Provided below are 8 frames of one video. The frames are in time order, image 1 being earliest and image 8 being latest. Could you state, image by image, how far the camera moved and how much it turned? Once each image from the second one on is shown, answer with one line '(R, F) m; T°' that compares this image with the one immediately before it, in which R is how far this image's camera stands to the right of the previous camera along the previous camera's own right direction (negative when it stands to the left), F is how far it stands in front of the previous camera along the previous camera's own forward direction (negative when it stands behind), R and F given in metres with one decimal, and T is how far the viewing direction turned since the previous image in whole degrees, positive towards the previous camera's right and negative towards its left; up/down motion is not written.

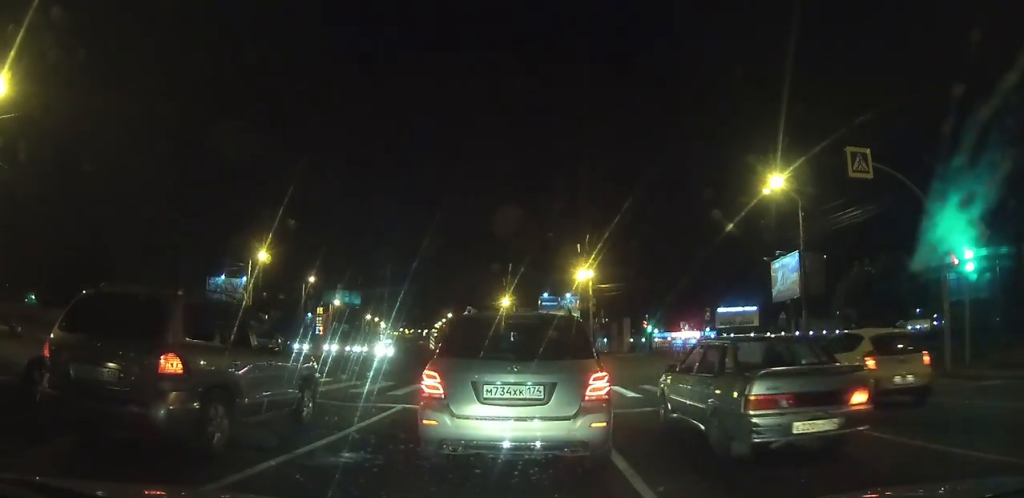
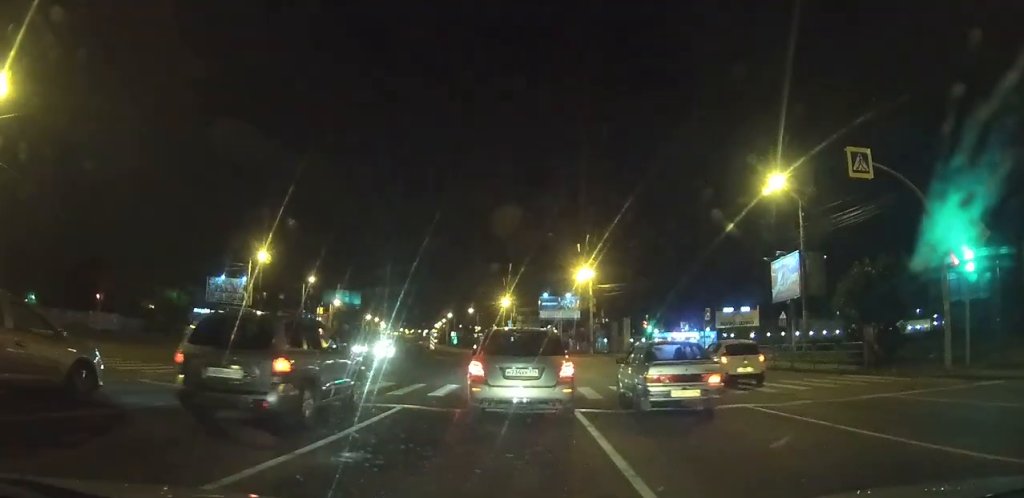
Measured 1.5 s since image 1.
(-0.3, +3.3) m; -6°
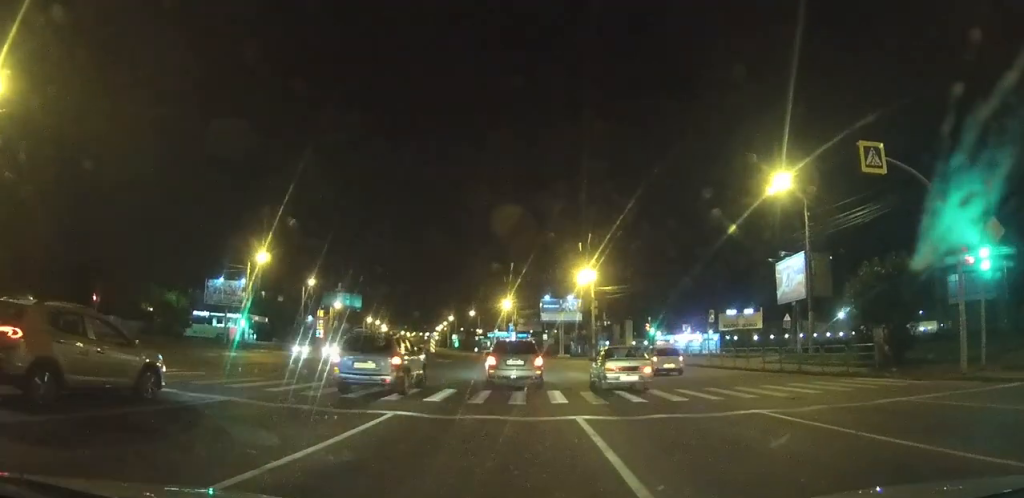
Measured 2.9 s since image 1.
(-0.1, +5.1) m; -1°
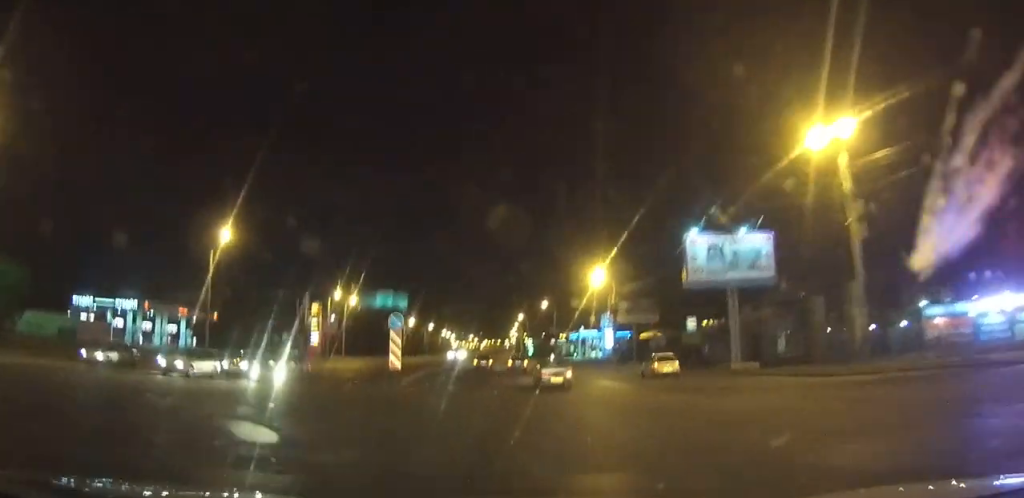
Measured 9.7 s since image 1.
(-3.1, +56.8) m; -6°
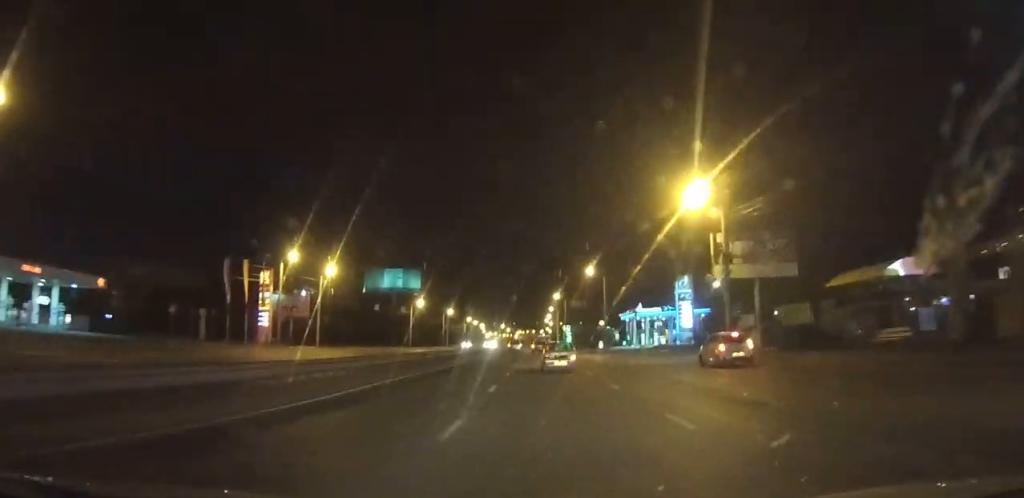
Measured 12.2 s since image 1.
(-0.6, +35.5) m; -1°
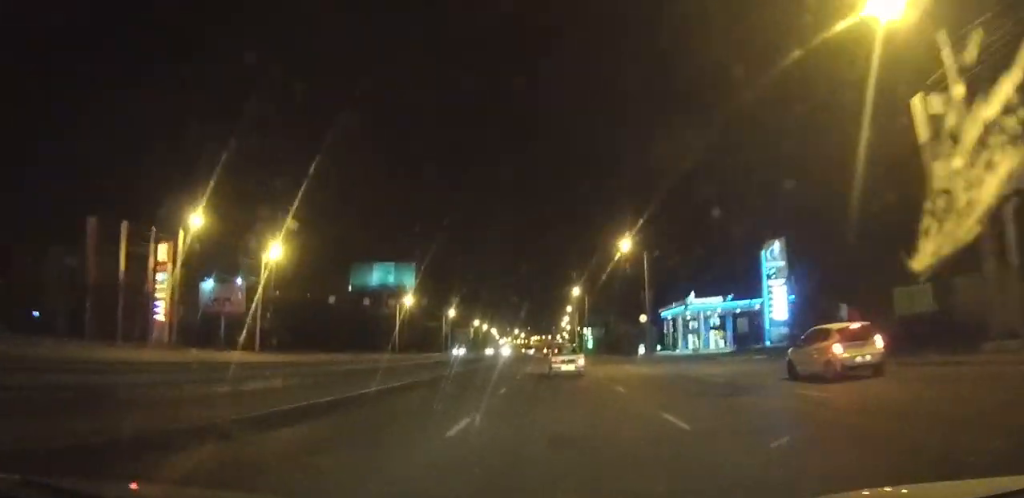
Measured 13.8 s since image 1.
(-0.1, +24.4) m; -1°
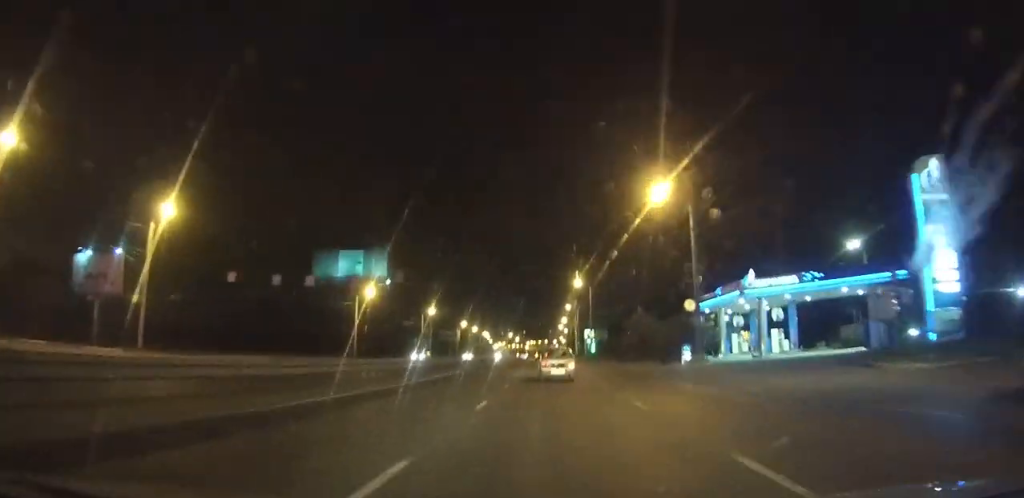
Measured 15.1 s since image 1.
(0.0, +20.5) m; -1°
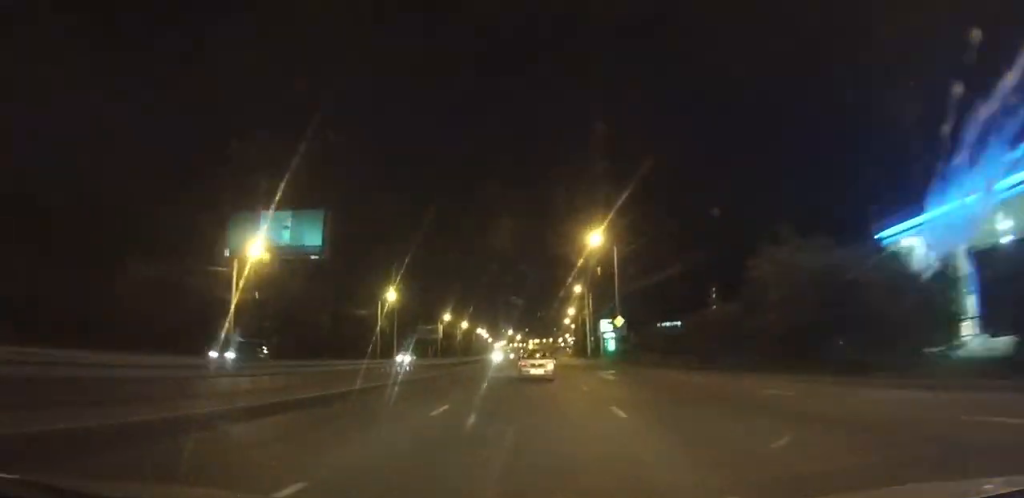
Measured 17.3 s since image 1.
(-0.4, +35.1) m; -1°
